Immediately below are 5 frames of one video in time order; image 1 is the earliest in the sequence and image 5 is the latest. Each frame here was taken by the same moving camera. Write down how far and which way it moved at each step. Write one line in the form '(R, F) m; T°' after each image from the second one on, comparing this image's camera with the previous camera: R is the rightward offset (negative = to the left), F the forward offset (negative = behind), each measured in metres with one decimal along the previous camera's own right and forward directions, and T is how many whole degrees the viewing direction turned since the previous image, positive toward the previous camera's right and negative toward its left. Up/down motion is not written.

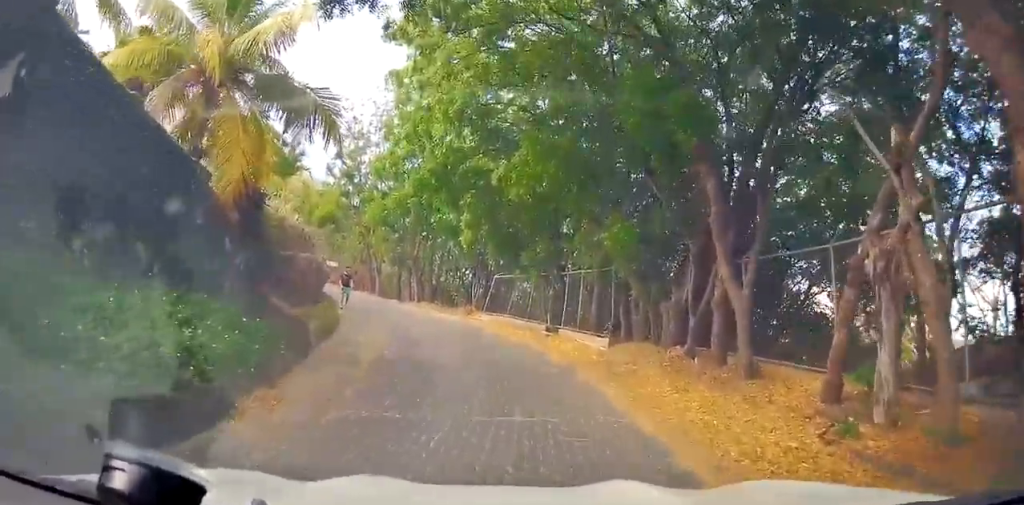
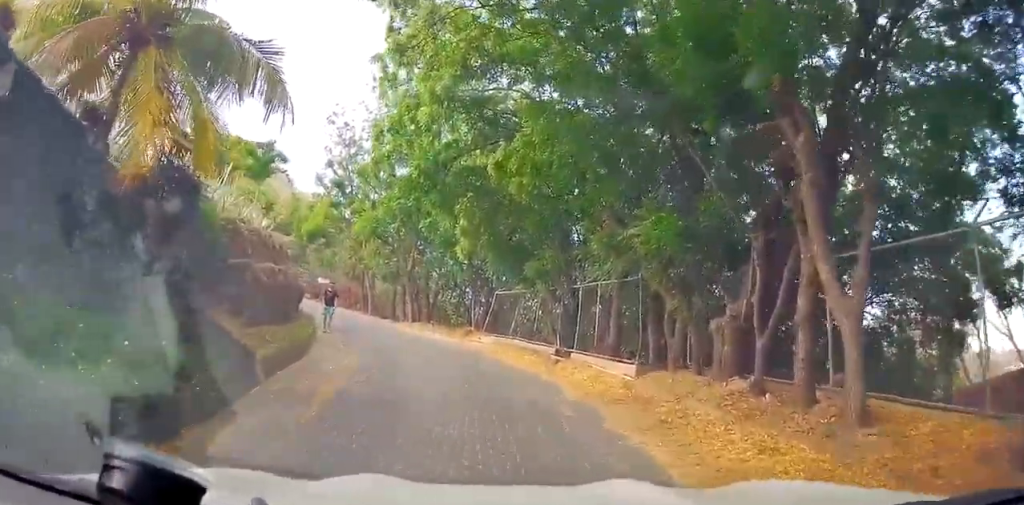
(-0.1, +4.9) m; -2°
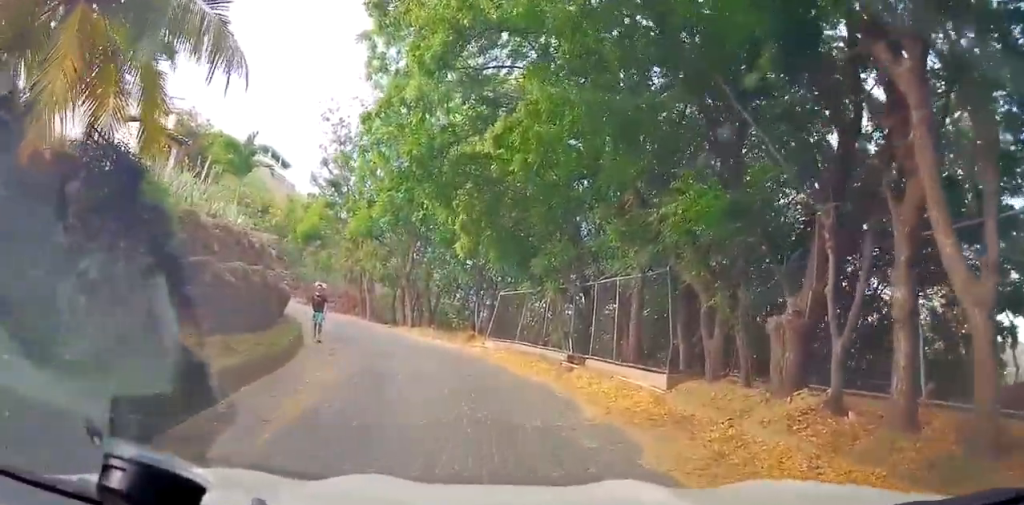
(-0.1, +2.8) m; -1°
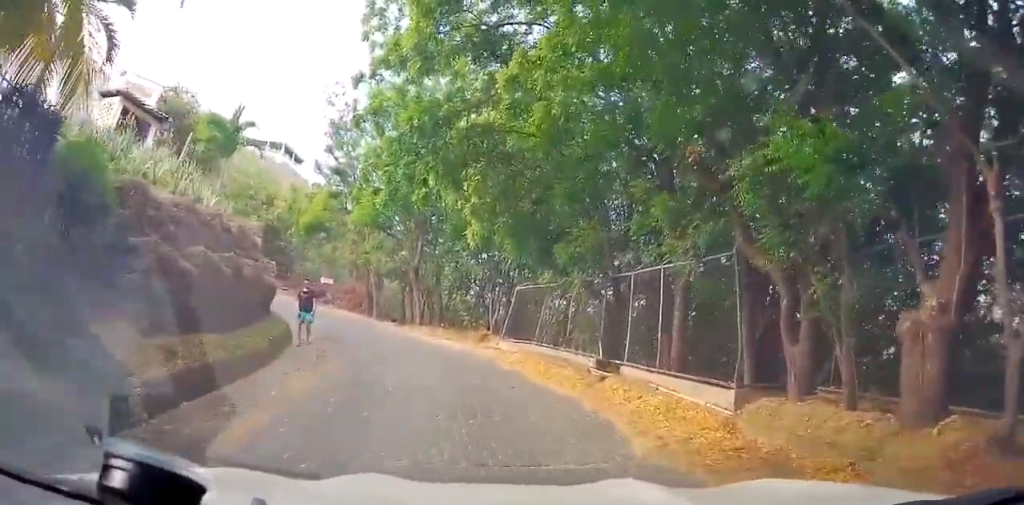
(0.0, +3.1) m; 0°
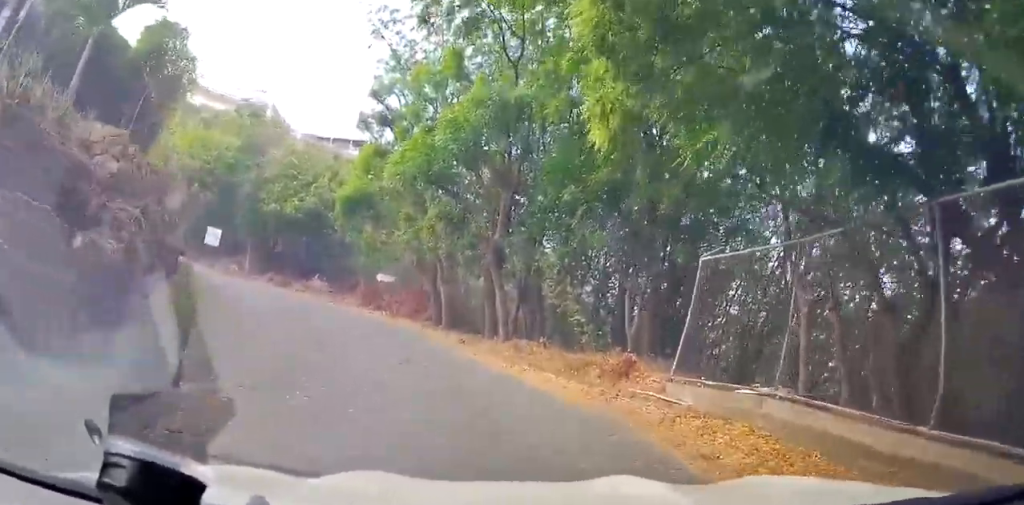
(-0.7, +10.4) m; -9°
